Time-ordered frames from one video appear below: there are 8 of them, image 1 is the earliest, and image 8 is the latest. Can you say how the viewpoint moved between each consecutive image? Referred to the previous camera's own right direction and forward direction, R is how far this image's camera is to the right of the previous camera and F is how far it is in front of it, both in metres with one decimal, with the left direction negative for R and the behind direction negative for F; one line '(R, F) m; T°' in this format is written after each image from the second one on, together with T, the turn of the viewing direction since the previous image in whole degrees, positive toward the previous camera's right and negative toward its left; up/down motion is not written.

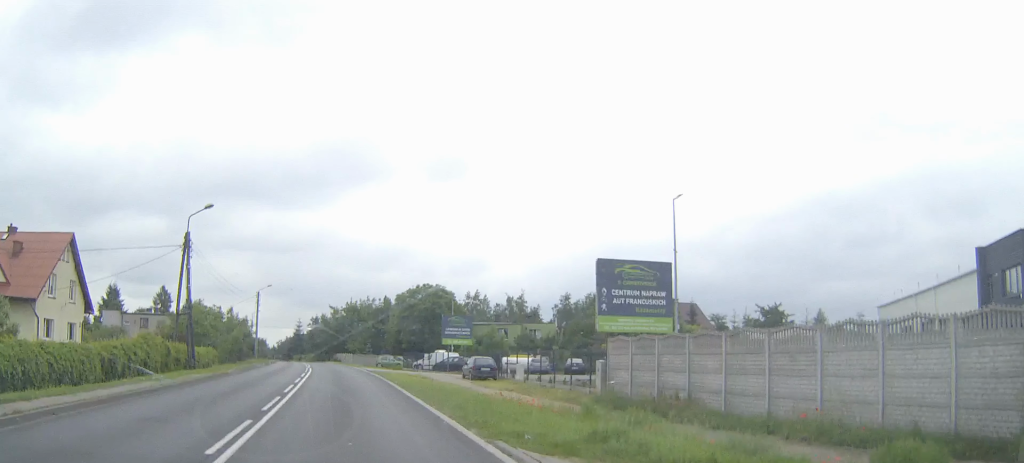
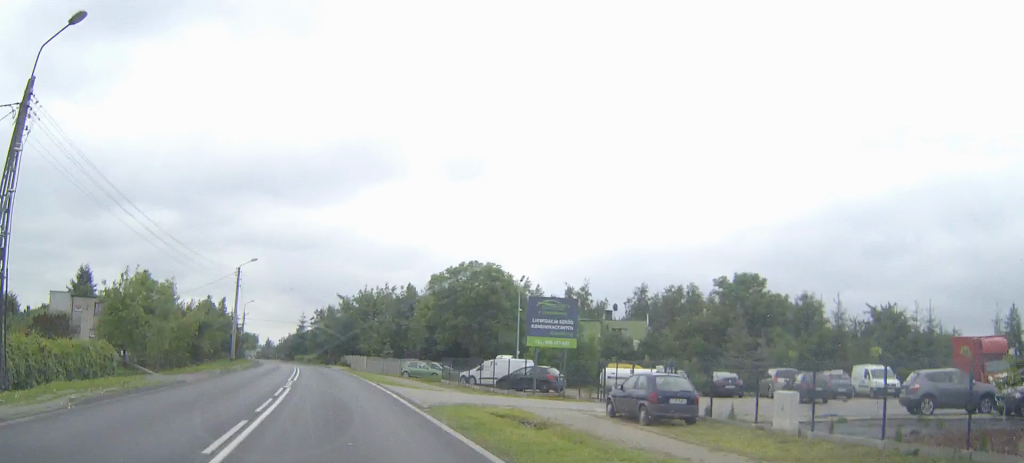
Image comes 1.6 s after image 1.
(-0.1, +24.0) m; -1°
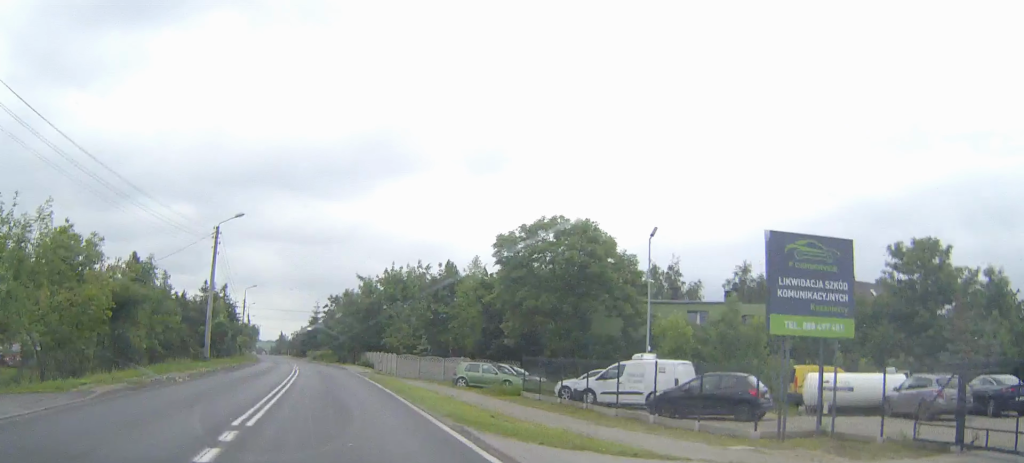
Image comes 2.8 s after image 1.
(-0.1, +18.9) m; -1°
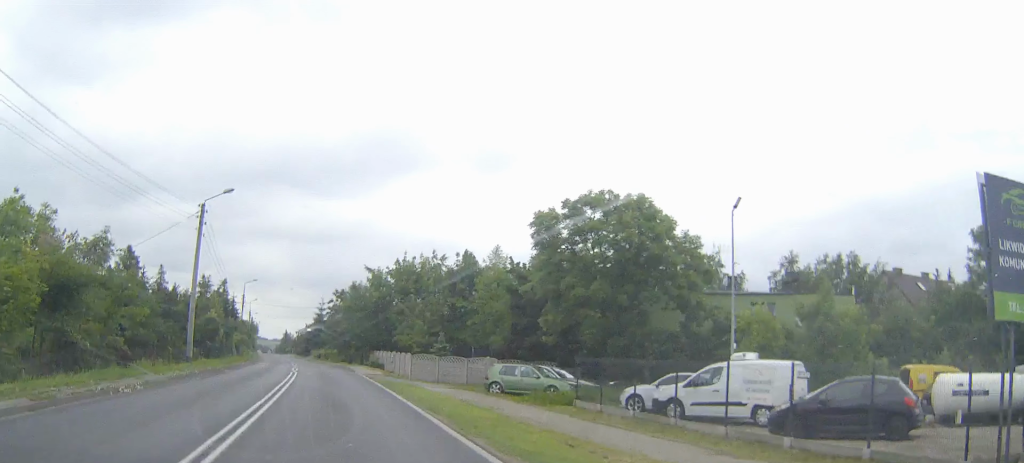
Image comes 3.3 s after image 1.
(-0.1, +6.8) m; -1°
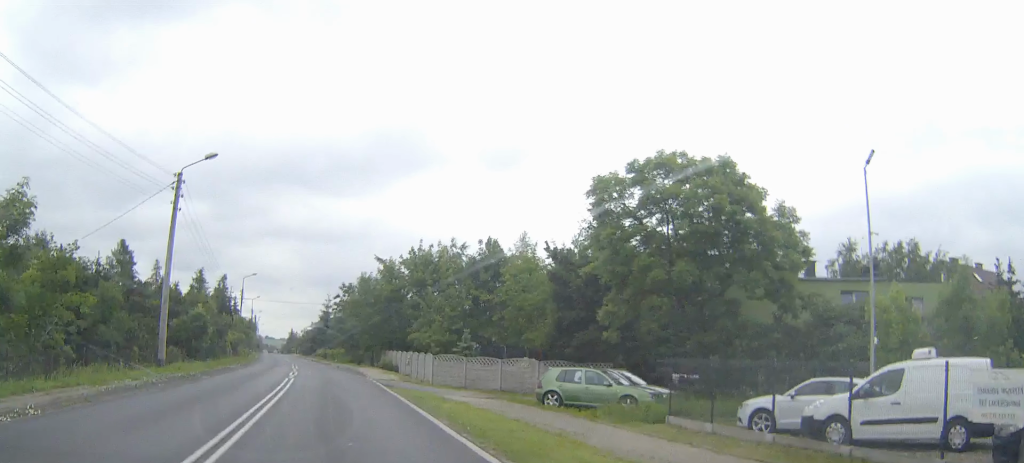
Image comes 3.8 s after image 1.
(0.0, +7.4) m; -1°
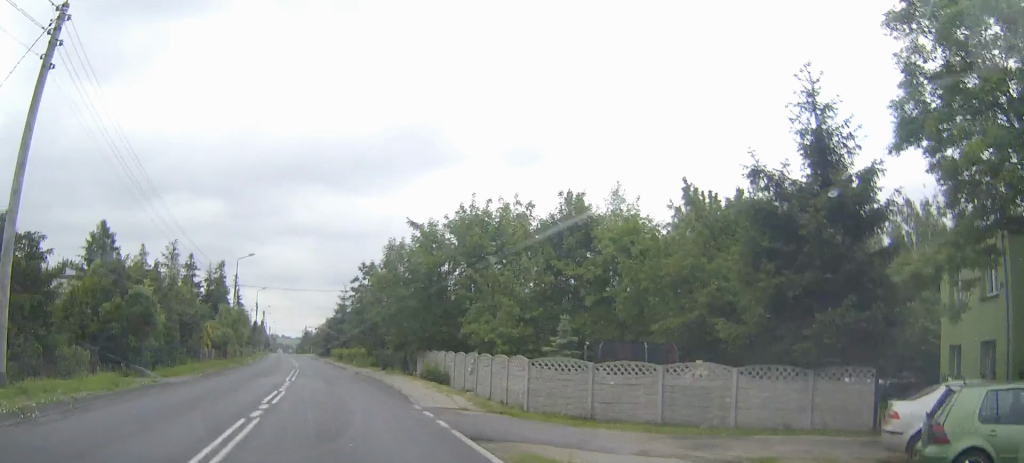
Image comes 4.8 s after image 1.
(-0.2, +16.2) m; -1°
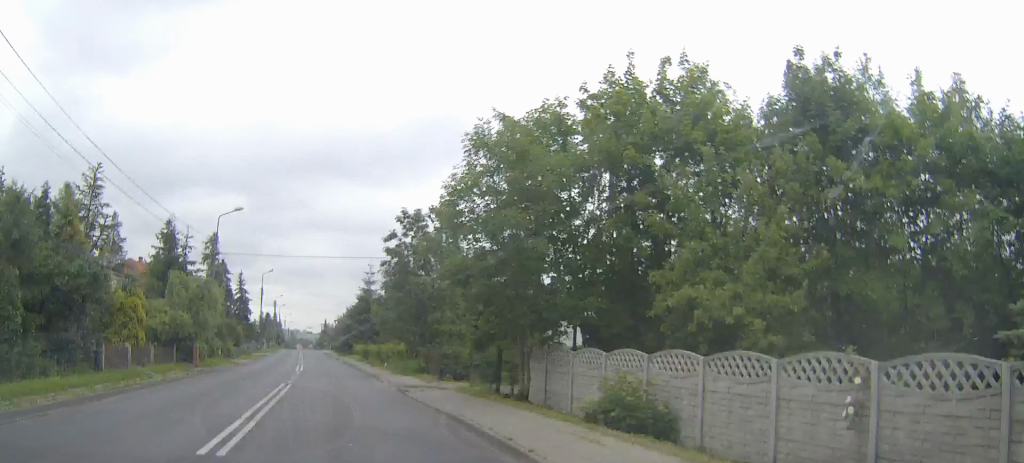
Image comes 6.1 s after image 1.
(-0.3, +20.7) m; -2°
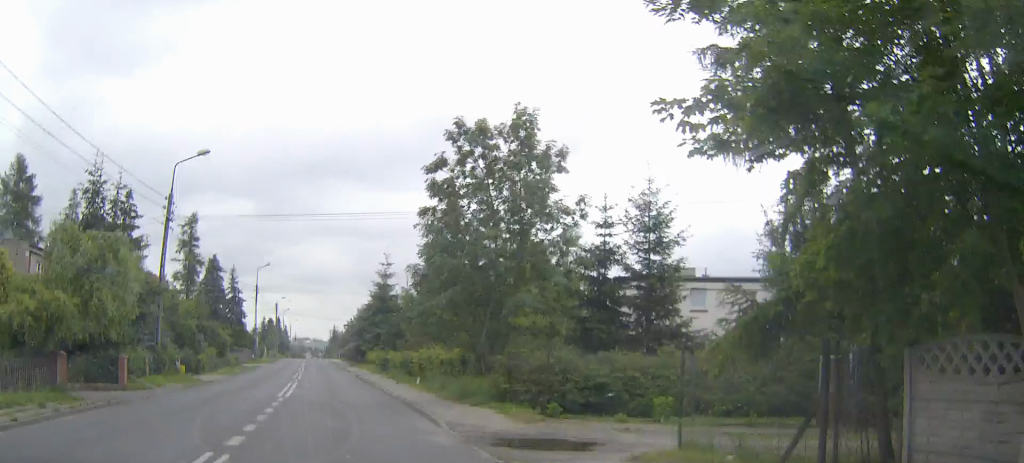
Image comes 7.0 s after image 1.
(-0.1, +14.6) m; -1°
